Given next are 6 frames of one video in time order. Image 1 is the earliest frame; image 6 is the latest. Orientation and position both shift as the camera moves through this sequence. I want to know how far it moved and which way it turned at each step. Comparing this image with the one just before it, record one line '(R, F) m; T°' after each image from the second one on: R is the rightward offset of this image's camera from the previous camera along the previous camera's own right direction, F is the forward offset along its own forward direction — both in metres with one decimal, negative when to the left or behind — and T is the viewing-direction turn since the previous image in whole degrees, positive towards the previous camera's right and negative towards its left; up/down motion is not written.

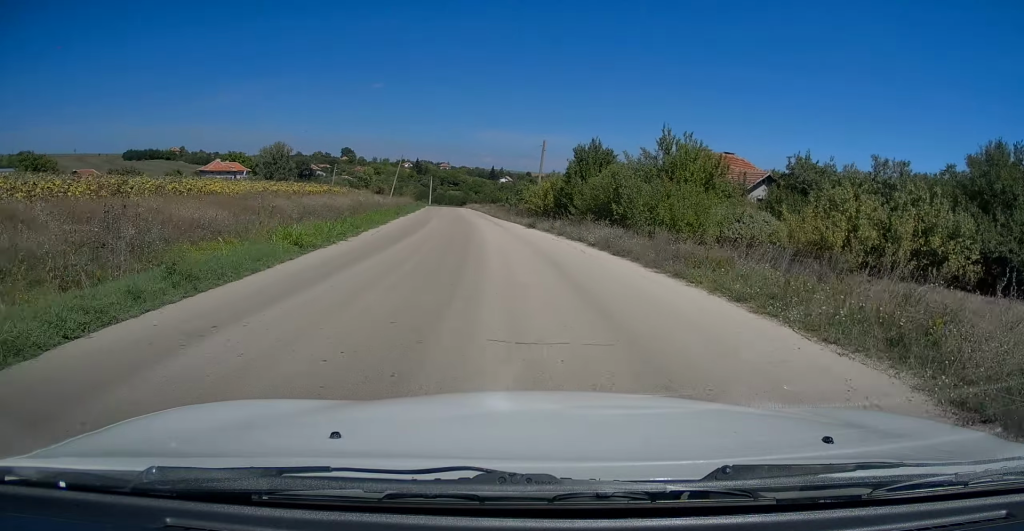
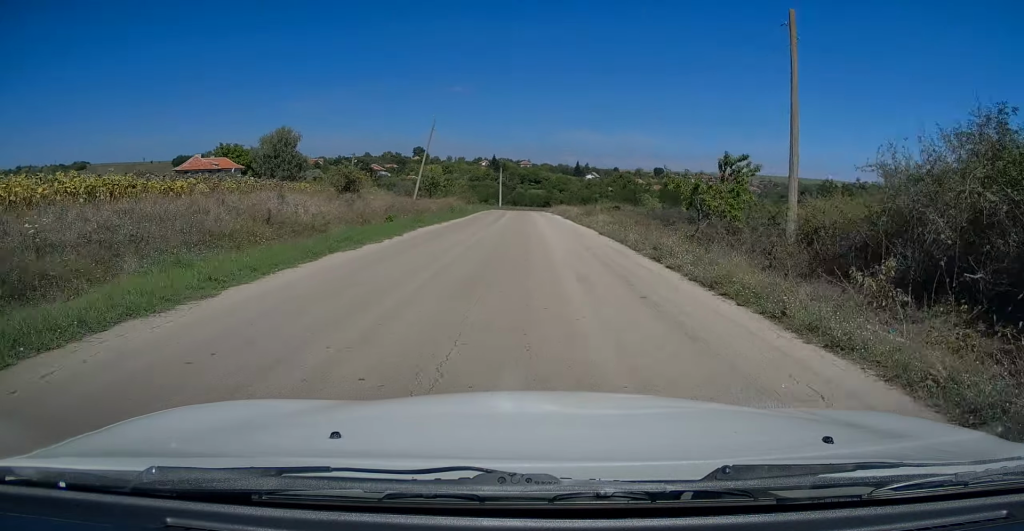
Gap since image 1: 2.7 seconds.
(-4.0, +41.8) m; -8°
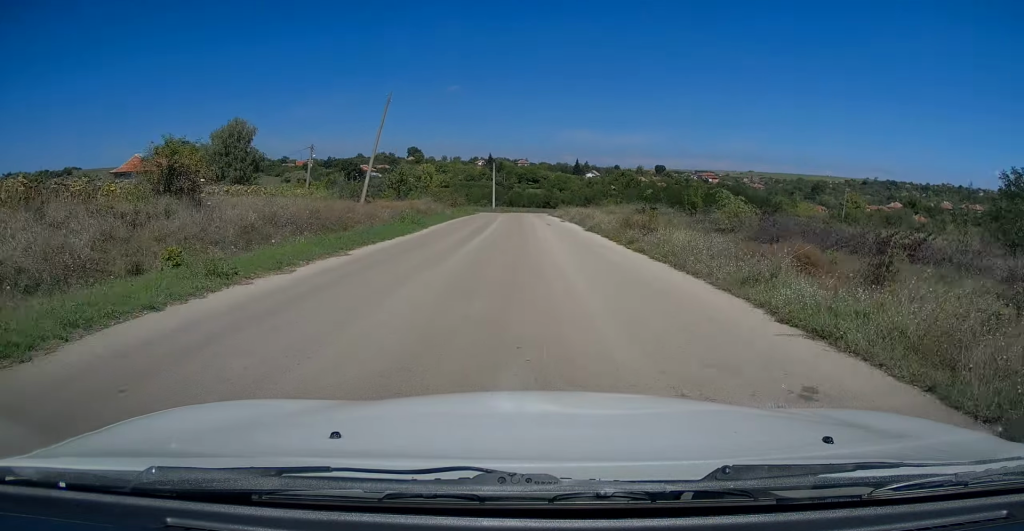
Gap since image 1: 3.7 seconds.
(-0.1, +16.3) m; -1°
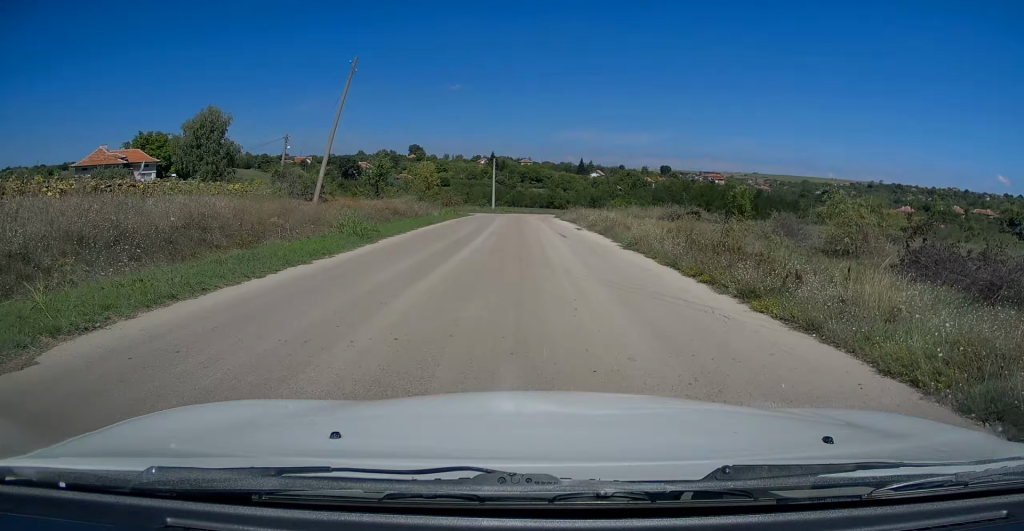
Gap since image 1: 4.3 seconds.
(-0.1, +8.8) m; 0°
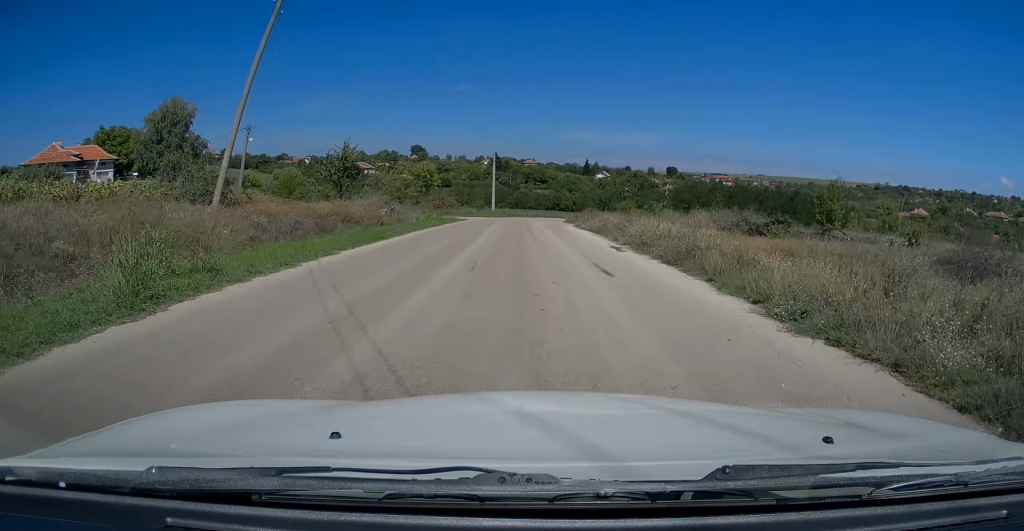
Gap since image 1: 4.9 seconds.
(-0.1, +9.8) m; 0°
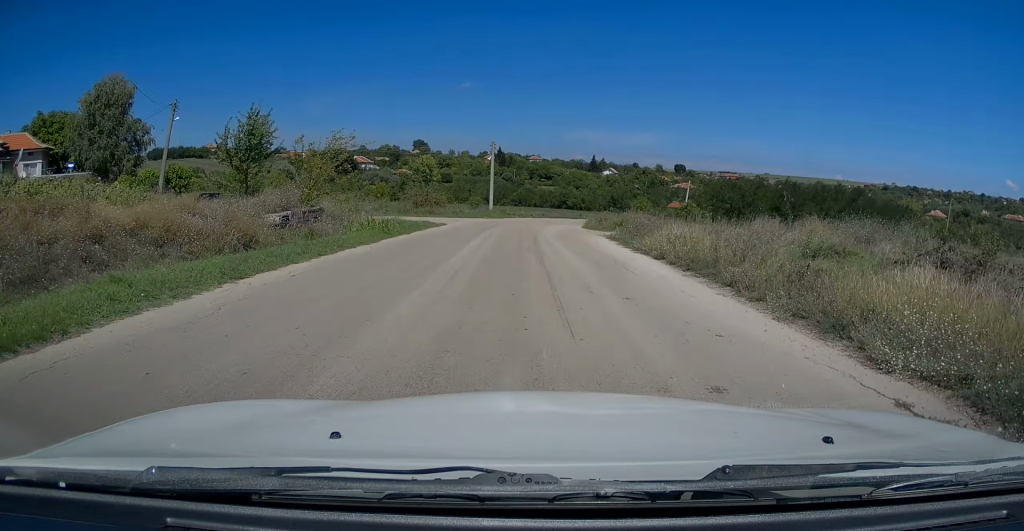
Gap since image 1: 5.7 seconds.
(+0.1, +12.9) m; 0°
